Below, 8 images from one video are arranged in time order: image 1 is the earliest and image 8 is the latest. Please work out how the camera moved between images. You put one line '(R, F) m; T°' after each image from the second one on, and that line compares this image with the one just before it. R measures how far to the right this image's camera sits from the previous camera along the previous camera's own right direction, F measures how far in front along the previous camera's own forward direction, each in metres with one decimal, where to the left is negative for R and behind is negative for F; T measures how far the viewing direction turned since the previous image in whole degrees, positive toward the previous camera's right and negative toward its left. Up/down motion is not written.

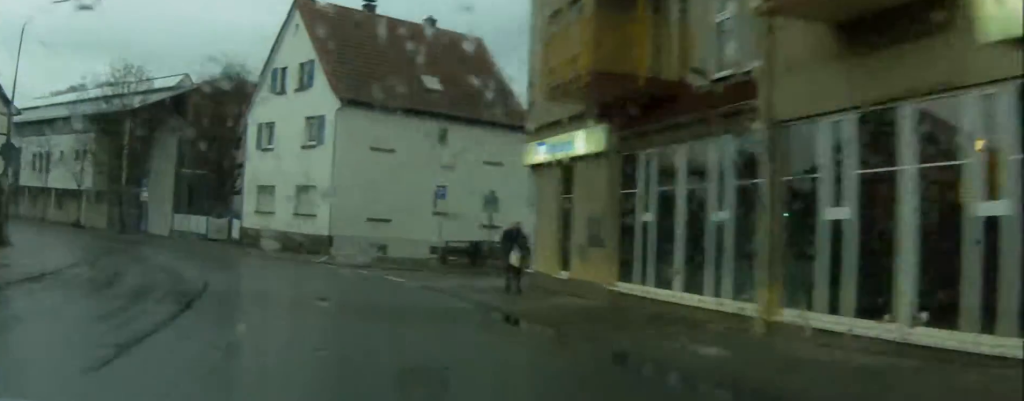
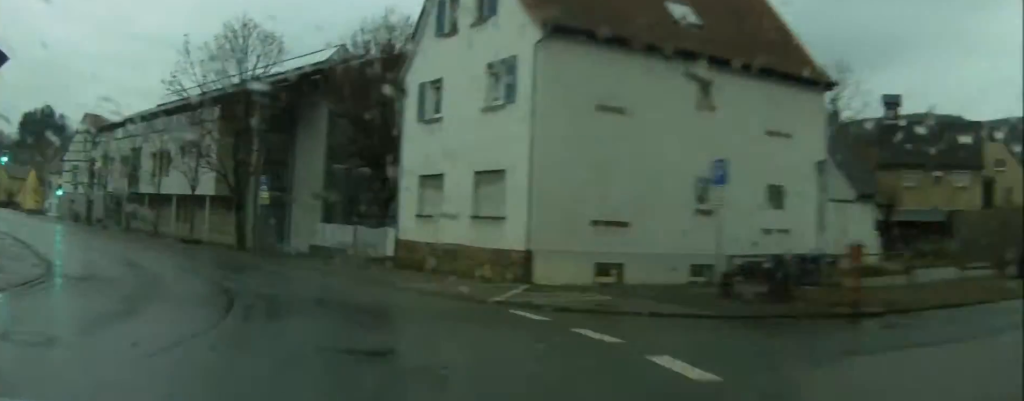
(-1.5, +15.0) m; -13°
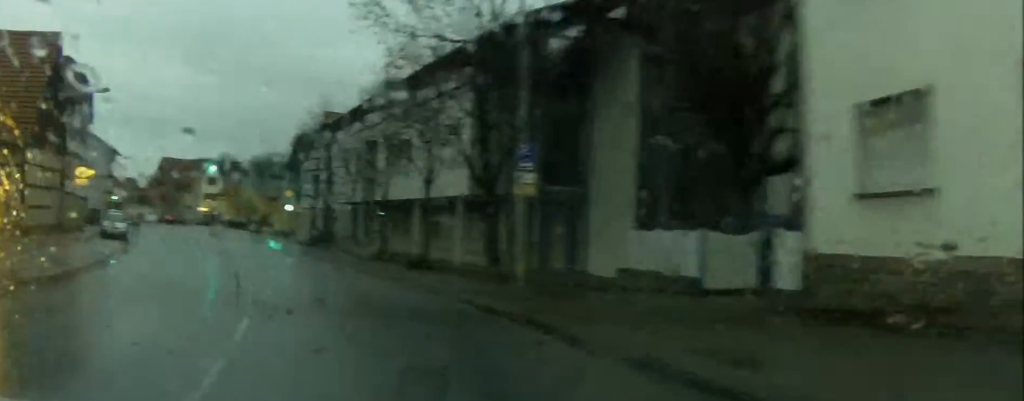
(-1.2, +16.0) m; -16°
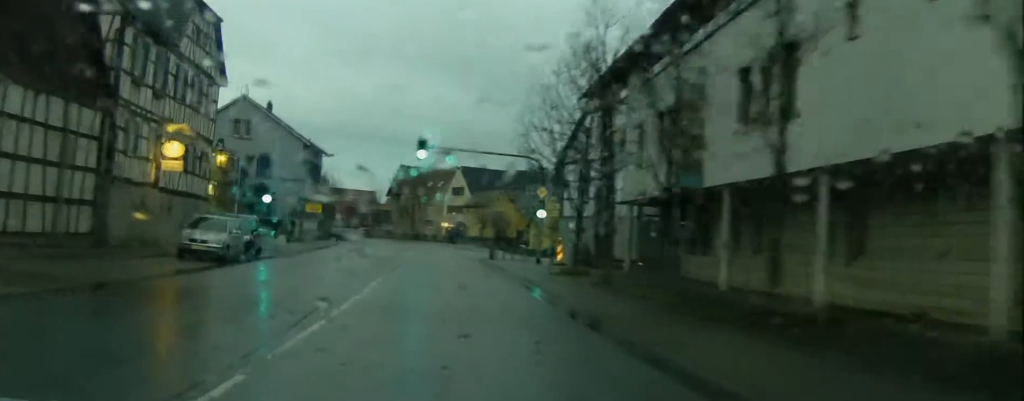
(-5.2, +21.9) m; -20°
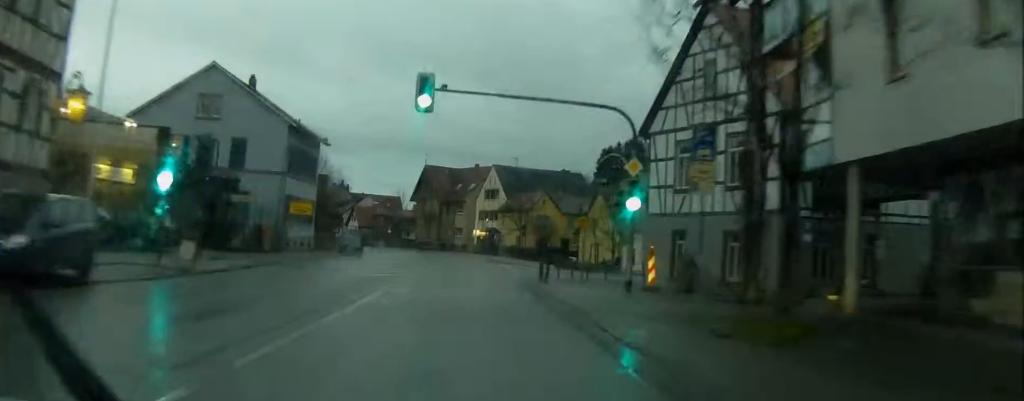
(-2.3, +18.4) m; -6°
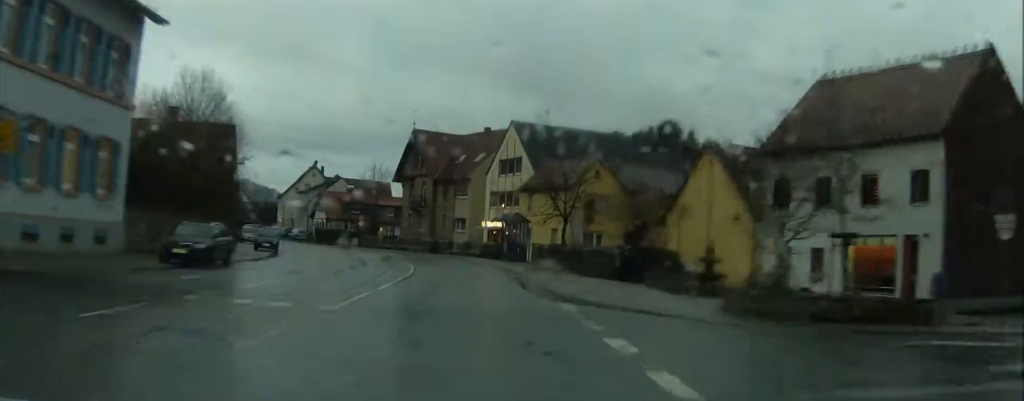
(+1.1, +39.8) m; +1°
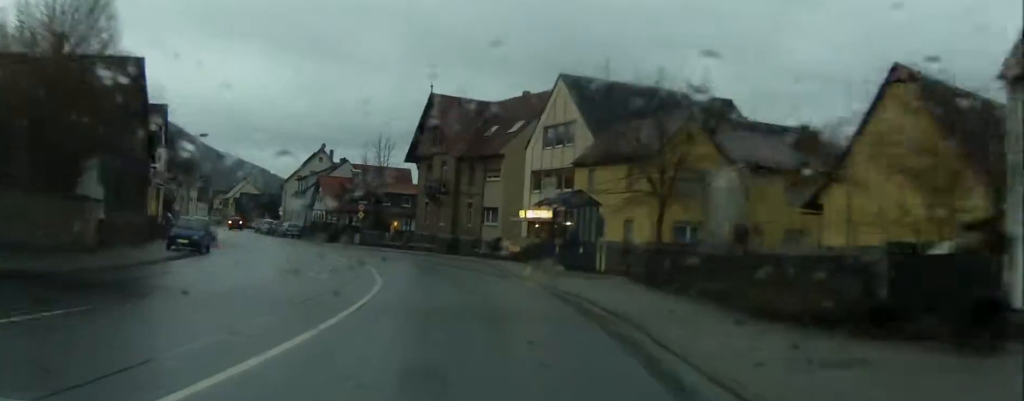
(-0.1, +20.4) m; -3°
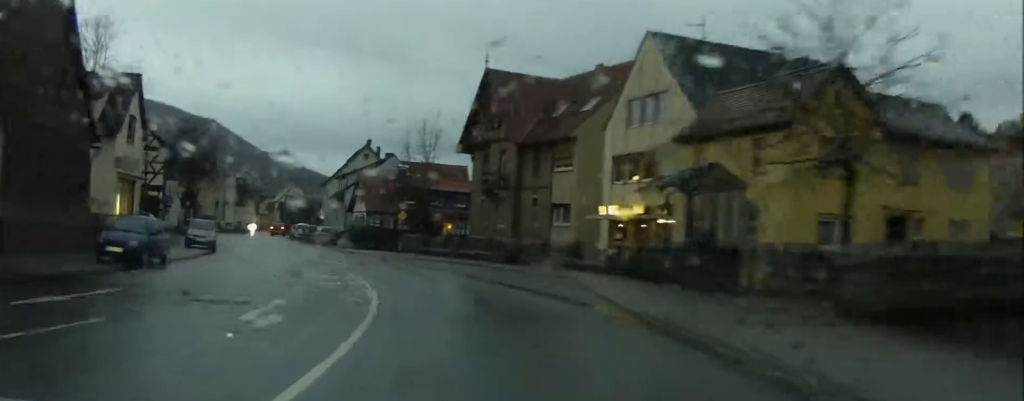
(+0.2, +12.3) m; -3°
